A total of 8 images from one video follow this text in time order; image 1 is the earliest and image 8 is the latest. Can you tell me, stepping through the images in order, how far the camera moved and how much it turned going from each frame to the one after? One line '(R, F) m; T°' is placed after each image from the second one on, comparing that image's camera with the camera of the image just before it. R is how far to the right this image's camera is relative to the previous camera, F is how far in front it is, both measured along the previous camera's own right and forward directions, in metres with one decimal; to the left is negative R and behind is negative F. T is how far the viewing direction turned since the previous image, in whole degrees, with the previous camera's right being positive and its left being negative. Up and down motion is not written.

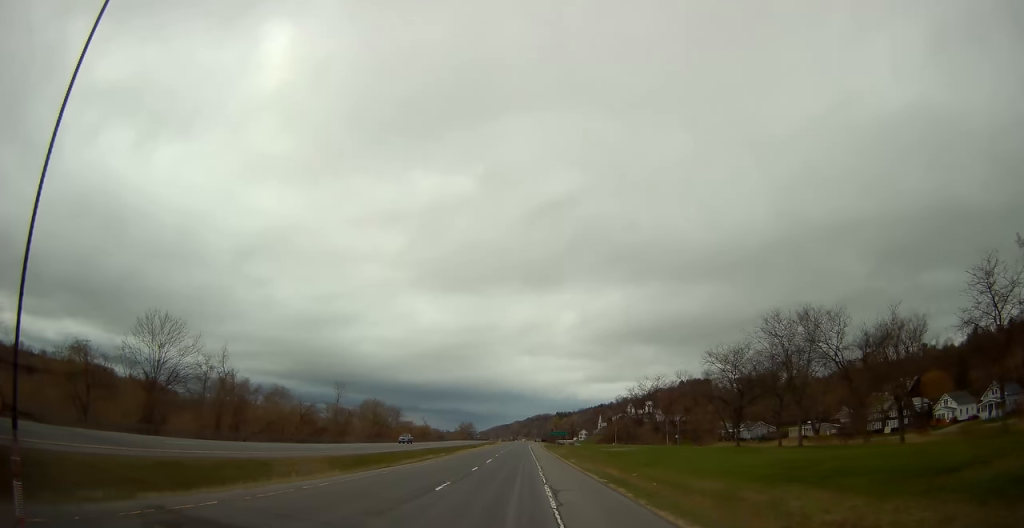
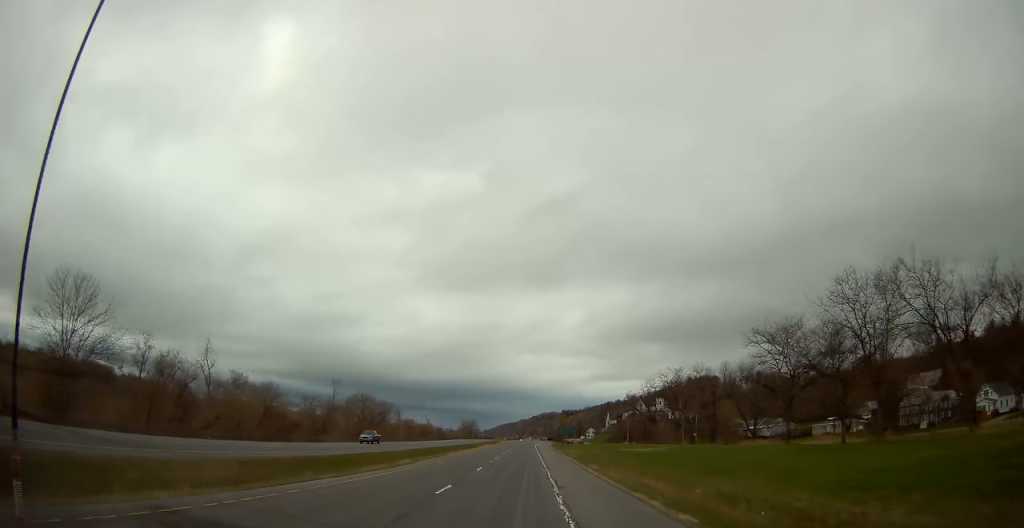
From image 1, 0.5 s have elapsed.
(-0.2, +13.5) m; 0°
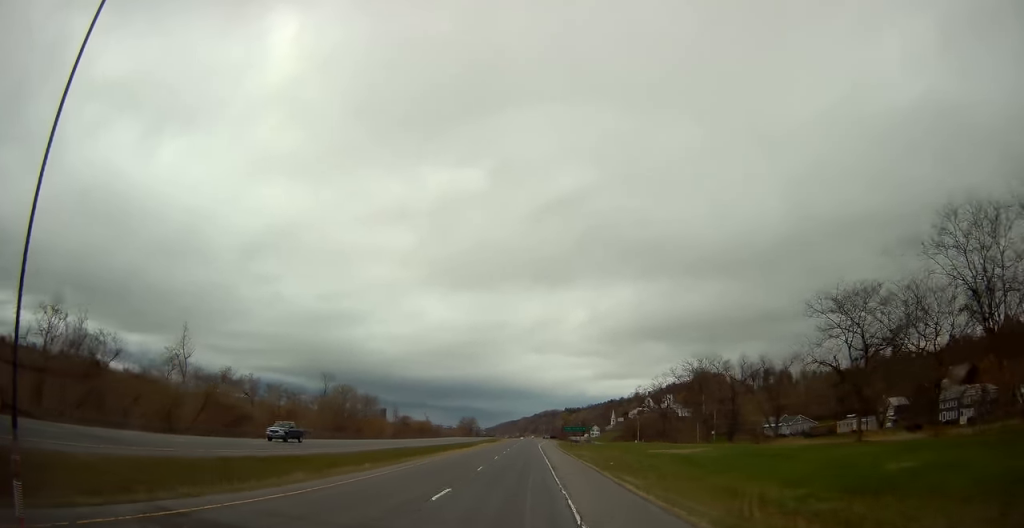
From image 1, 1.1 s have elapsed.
(+0.2, +14.3) m; 0°
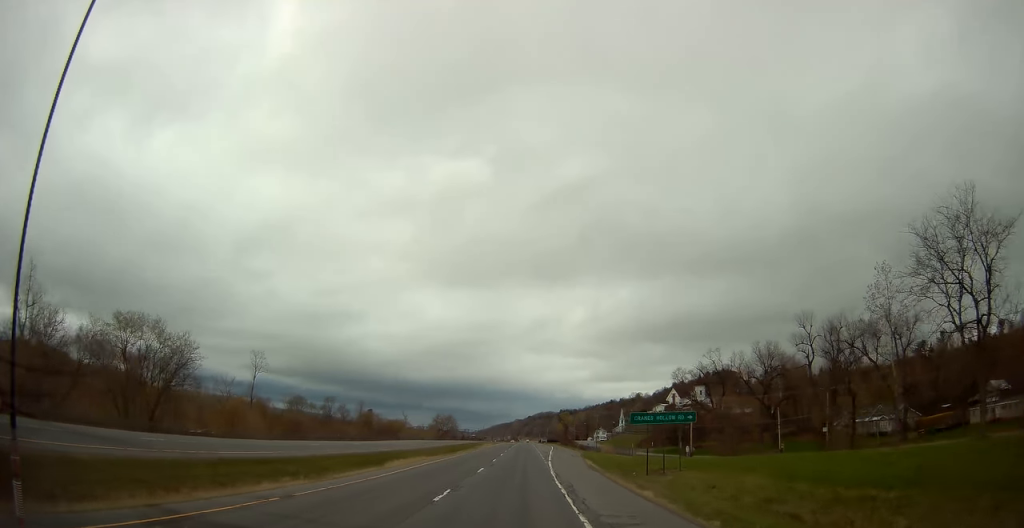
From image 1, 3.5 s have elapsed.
(-0.2, +61.0) m; +1°
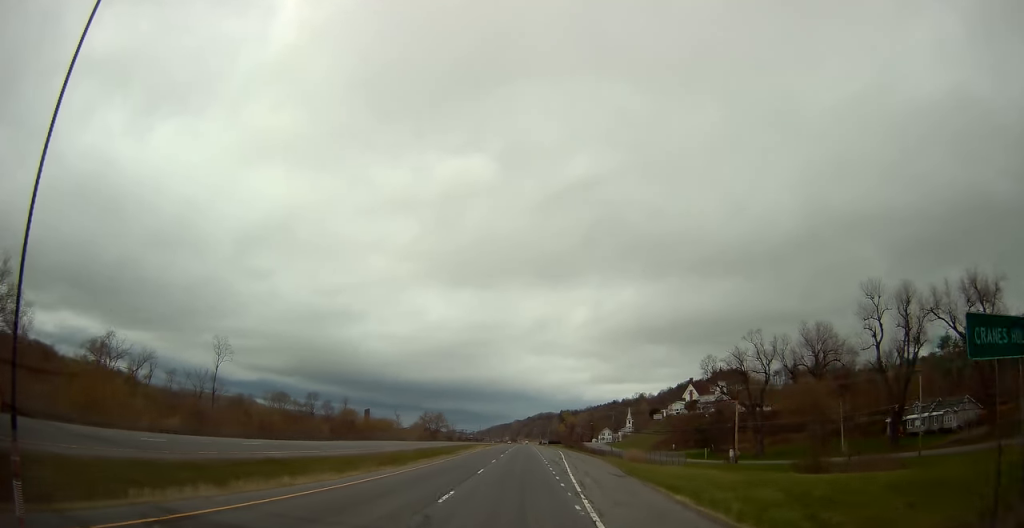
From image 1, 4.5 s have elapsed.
(+0.1, +24.9) m; 0°
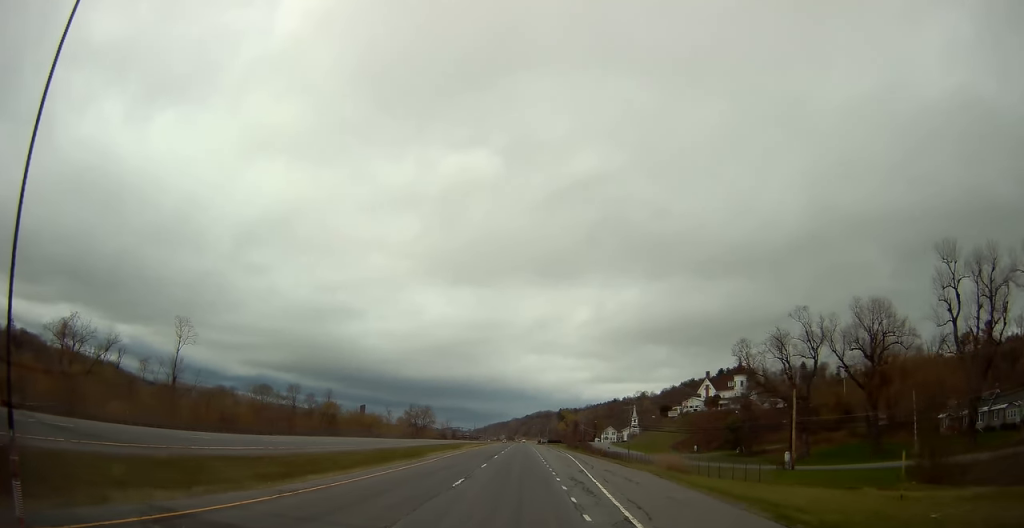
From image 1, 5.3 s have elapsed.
(0.0, +20.5) m; 0°
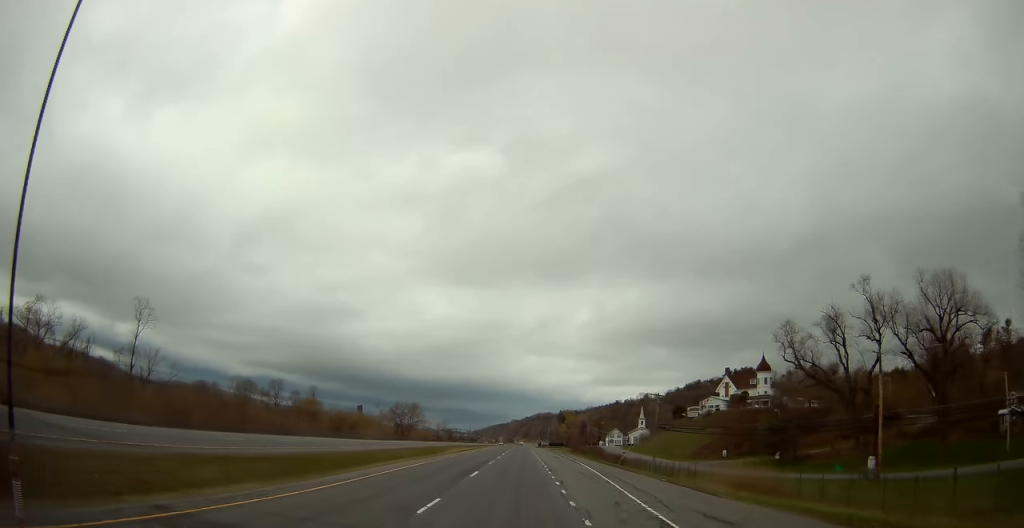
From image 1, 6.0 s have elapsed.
(0.0, +18.6) m; 0°
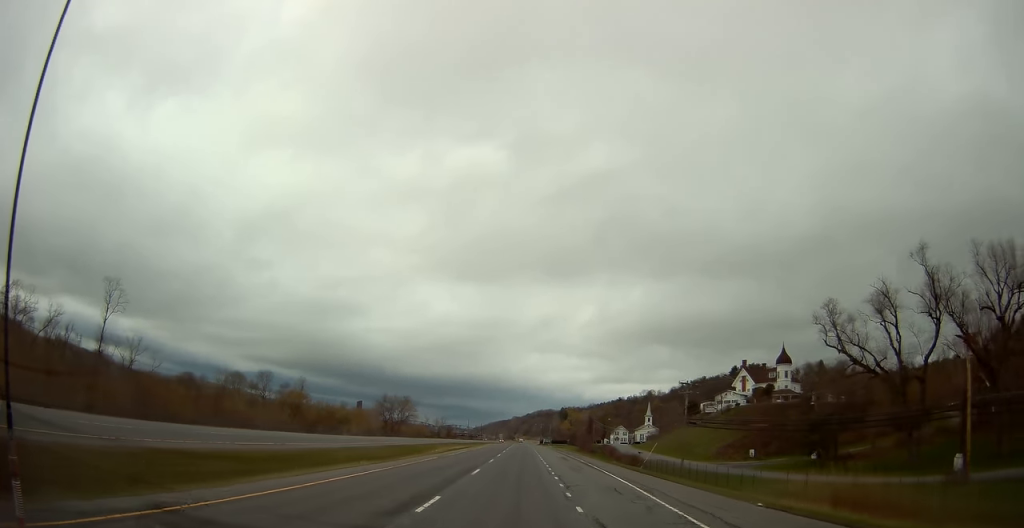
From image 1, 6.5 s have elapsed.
(+0.1, +12.7) m; 0°
